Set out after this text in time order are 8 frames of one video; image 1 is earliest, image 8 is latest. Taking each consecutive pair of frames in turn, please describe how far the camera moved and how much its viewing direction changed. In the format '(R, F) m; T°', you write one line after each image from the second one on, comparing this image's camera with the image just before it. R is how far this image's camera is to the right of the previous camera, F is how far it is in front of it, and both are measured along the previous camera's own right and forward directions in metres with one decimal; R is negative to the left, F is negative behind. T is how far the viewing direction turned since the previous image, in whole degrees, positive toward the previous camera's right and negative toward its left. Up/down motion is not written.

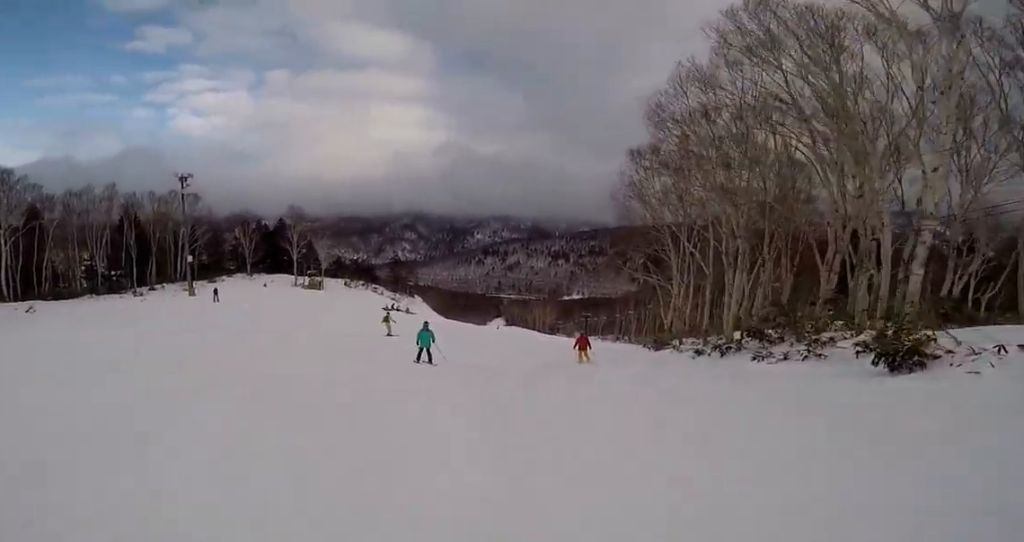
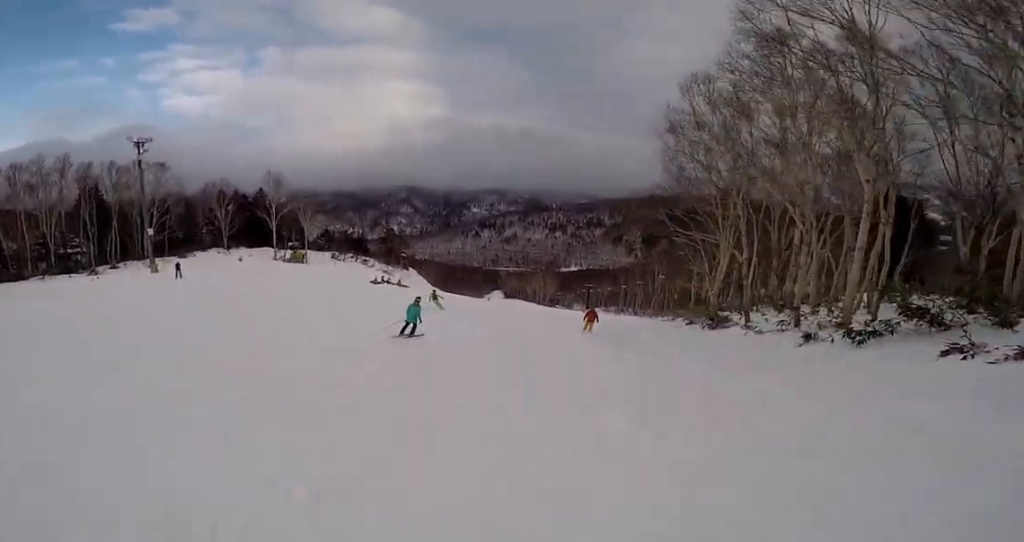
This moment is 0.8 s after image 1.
(-0.4, +5.8) m; +2°
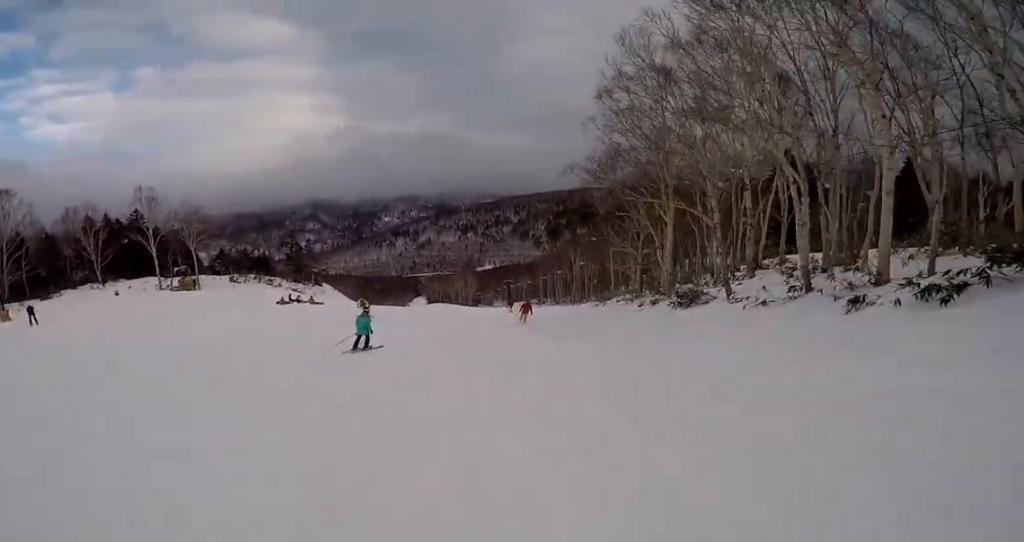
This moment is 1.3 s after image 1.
(-0.4, +4.2) m; +7°
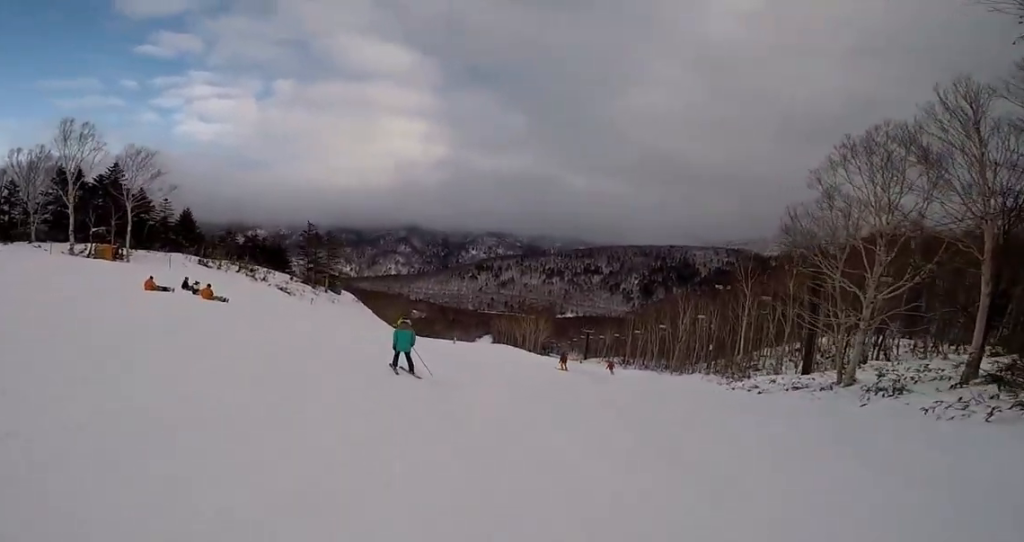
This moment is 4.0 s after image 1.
(+0.2, +19.1) m; -12°
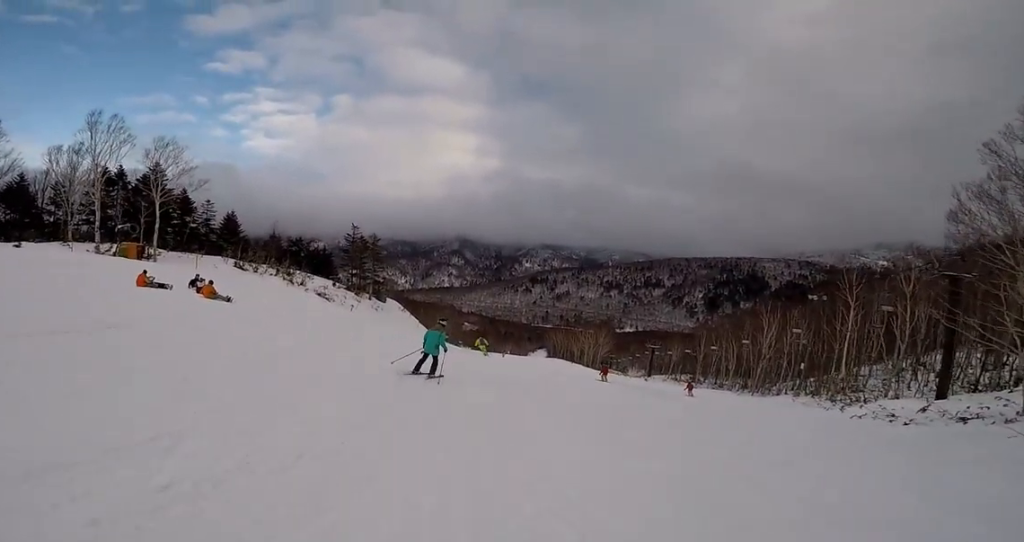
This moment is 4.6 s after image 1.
(-0.1, +4.4) m; +3°
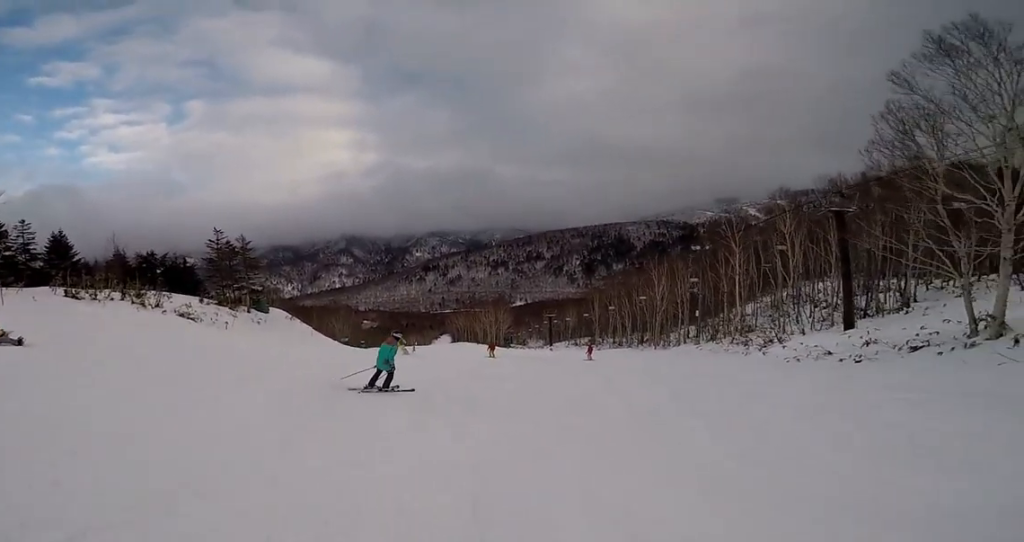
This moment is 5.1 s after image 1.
(-0.3, +4.0) m; +11°
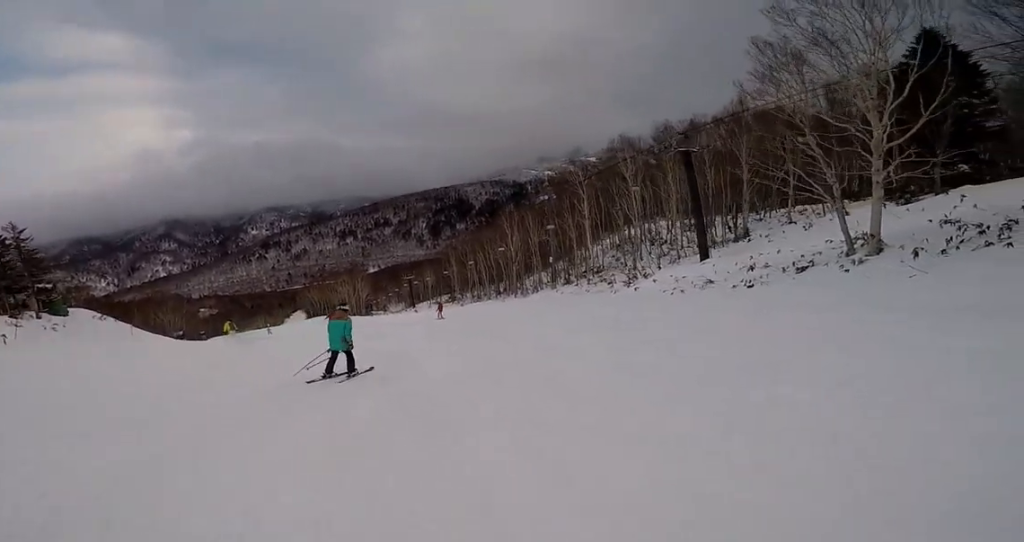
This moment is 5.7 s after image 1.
(+0.7, +3.5) m; +7°
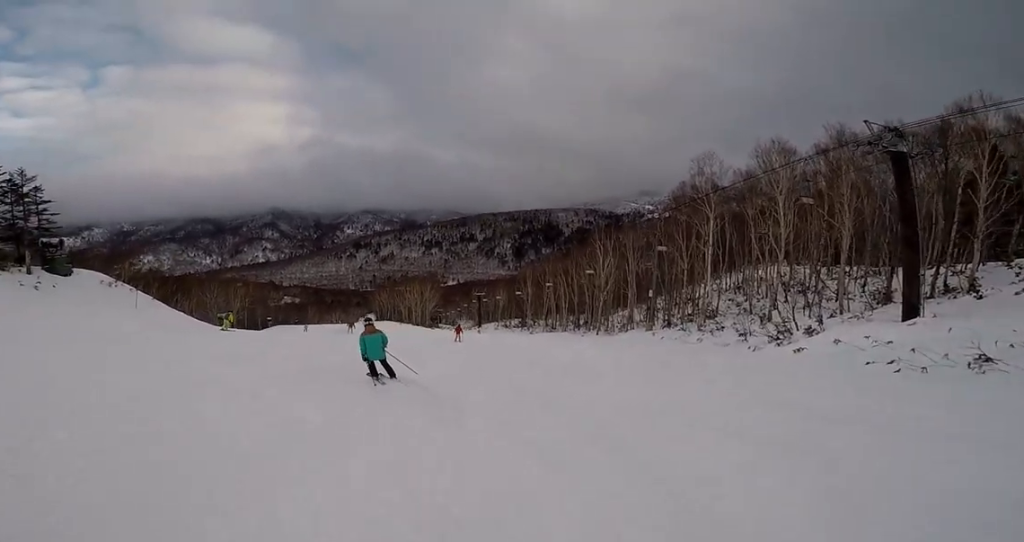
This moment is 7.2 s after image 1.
(+0.4, +9.4) m; -10°
